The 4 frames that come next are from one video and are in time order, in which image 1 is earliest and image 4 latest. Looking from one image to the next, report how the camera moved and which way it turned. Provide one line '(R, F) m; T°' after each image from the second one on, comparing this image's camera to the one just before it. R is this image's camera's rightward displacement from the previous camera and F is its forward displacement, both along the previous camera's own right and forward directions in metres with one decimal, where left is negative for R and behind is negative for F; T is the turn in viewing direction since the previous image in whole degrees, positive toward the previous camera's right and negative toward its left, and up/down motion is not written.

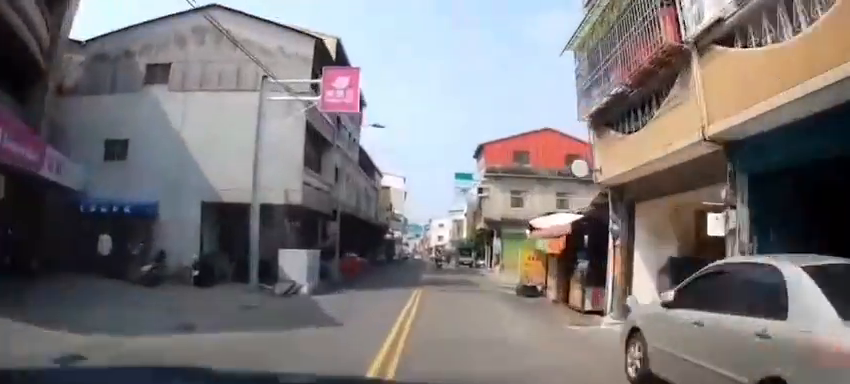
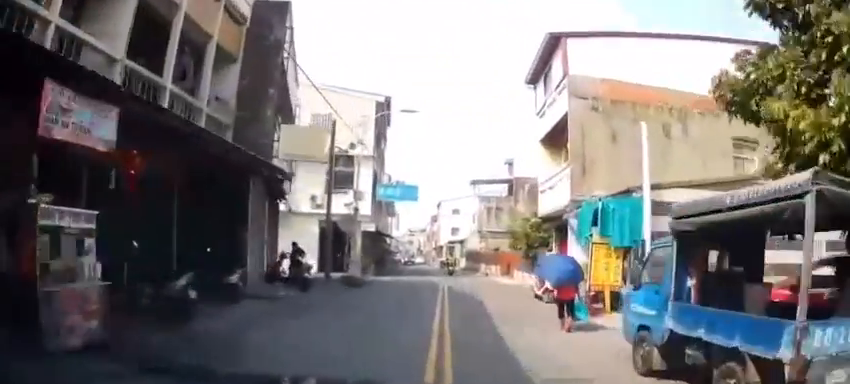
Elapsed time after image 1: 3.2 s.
(+0.2, +42.3) m; +3°
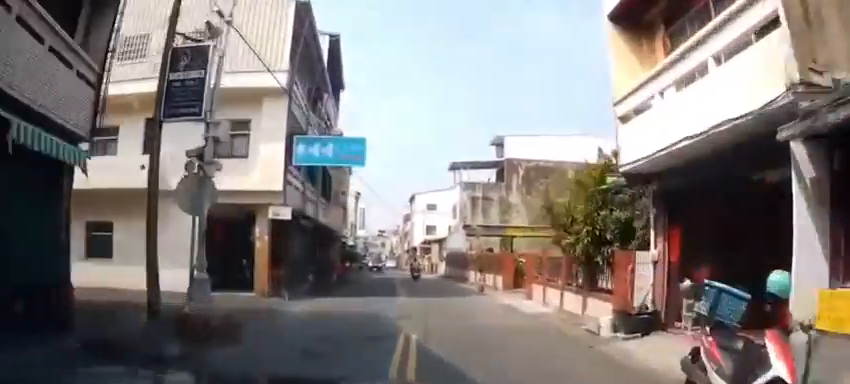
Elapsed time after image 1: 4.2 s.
(-0.2, +11.9) m; +1°
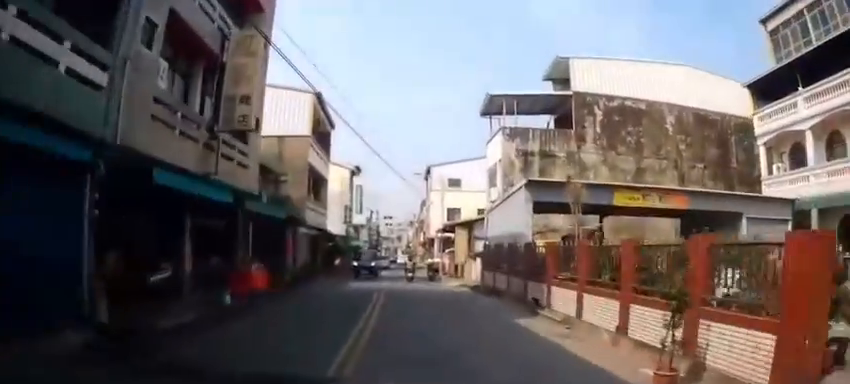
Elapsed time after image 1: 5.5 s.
(+0.3, +17.3) m; -2°
